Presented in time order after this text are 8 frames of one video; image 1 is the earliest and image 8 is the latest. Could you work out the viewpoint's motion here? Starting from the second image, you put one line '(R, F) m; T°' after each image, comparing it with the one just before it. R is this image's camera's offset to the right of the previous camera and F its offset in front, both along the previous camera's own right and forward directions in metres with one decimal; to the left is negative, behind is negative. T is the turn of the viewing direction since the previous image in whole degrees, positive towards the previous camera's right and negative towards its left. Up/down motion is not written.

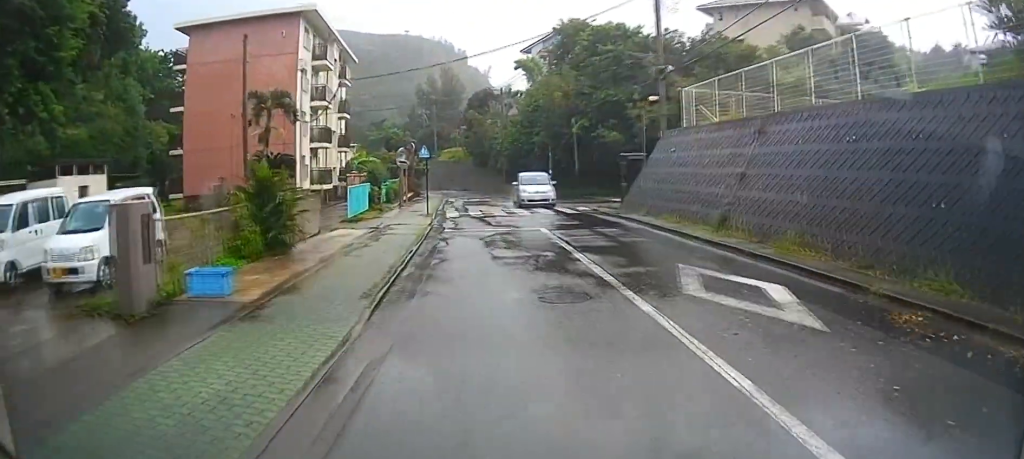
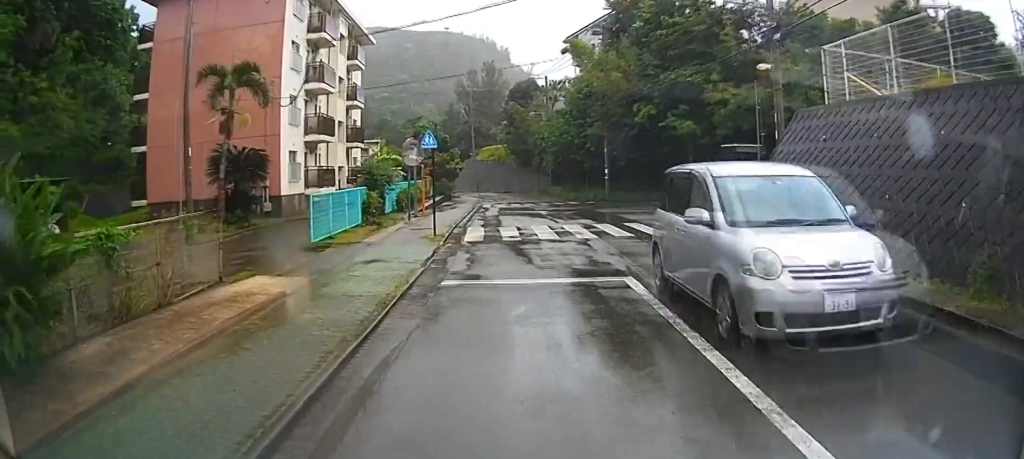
(+0.2, +10.0) m; +2°
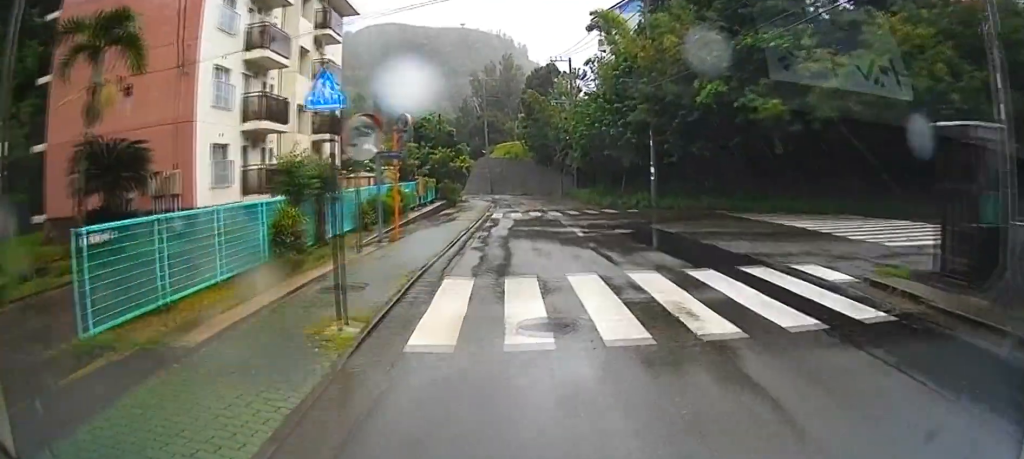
(0.0, +10.2) m; -3°
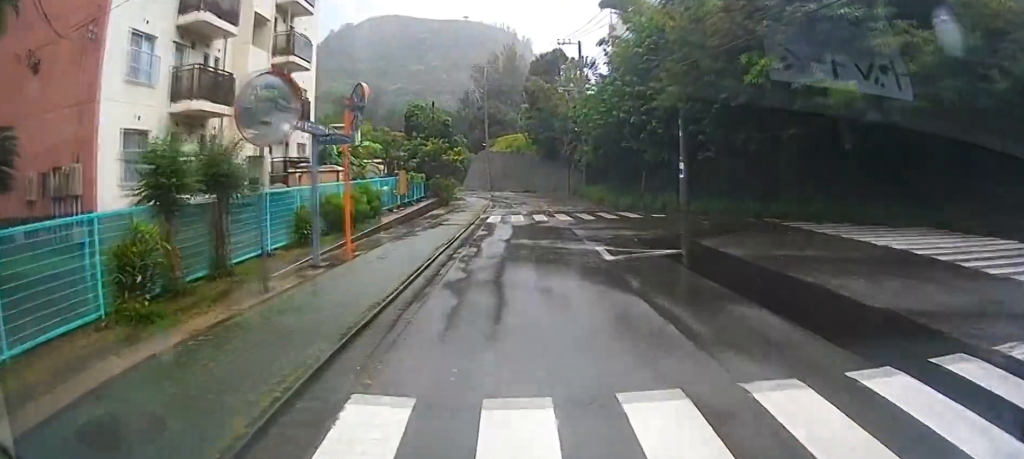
(-0.3, +5.8) m; -4°
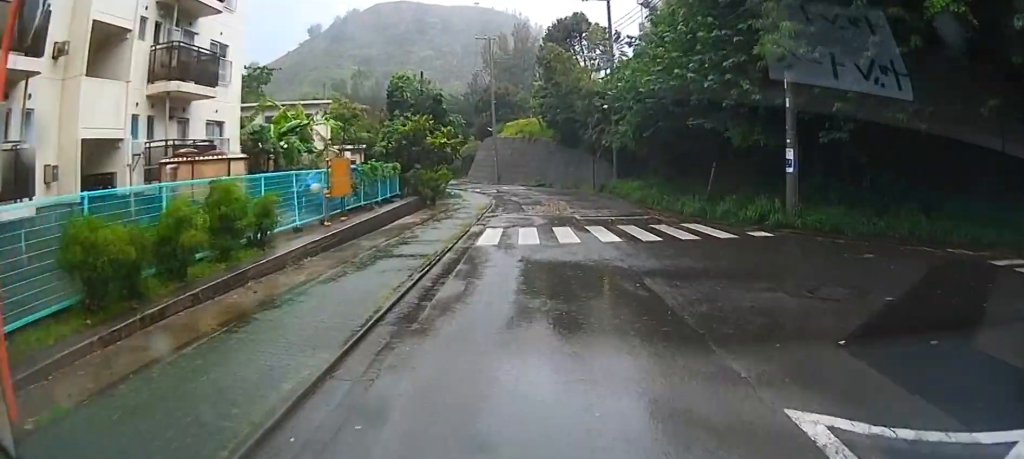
(-0.4, +11.7) m; 0°
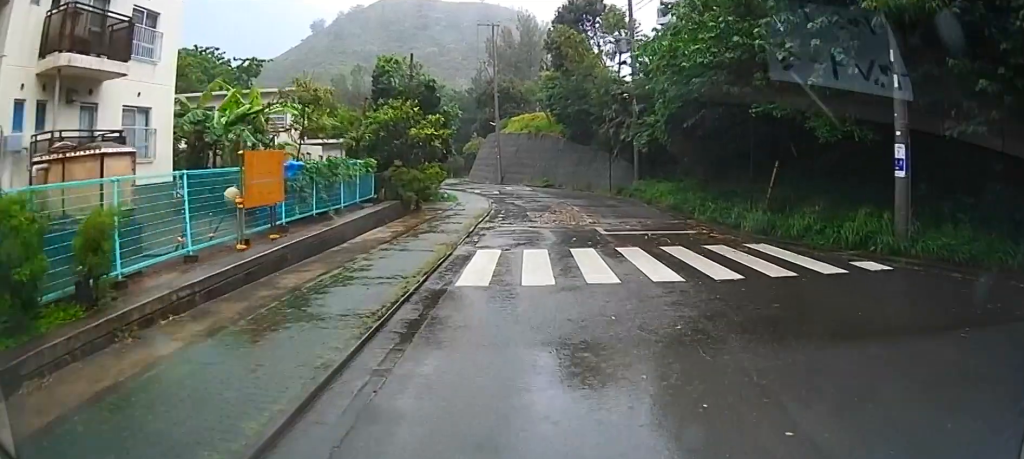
(+0.2, +5.5) m; -2°
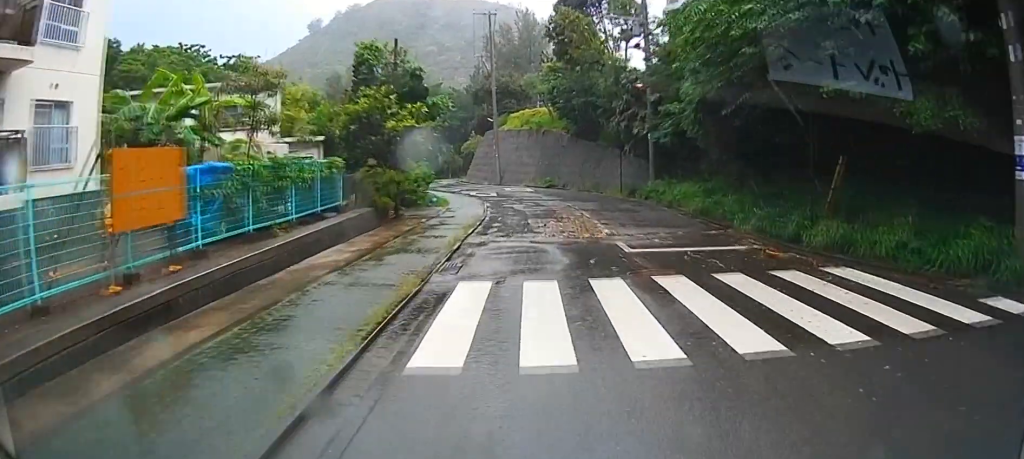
(+0.1, +3.9) m; -4°
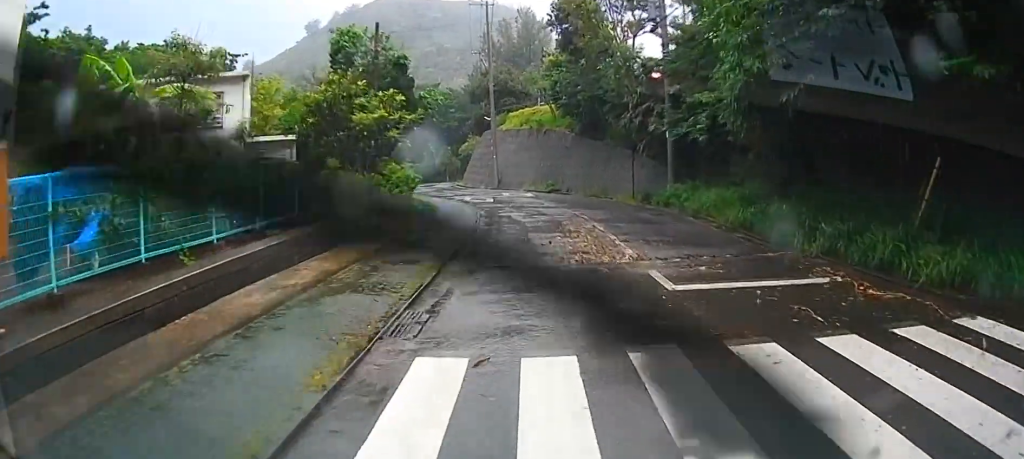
(-0.5, +3.3) m; -6°
